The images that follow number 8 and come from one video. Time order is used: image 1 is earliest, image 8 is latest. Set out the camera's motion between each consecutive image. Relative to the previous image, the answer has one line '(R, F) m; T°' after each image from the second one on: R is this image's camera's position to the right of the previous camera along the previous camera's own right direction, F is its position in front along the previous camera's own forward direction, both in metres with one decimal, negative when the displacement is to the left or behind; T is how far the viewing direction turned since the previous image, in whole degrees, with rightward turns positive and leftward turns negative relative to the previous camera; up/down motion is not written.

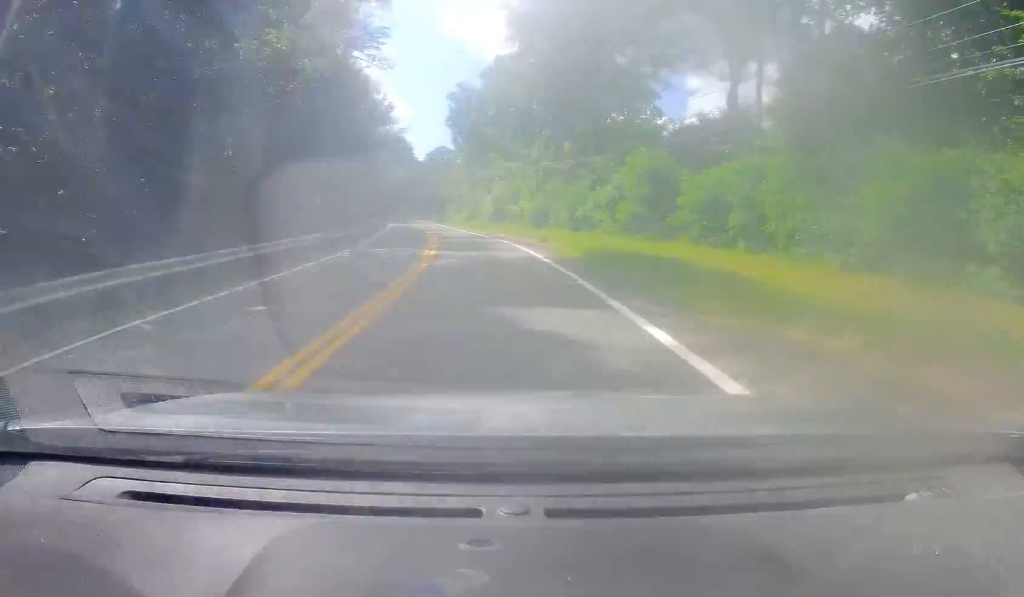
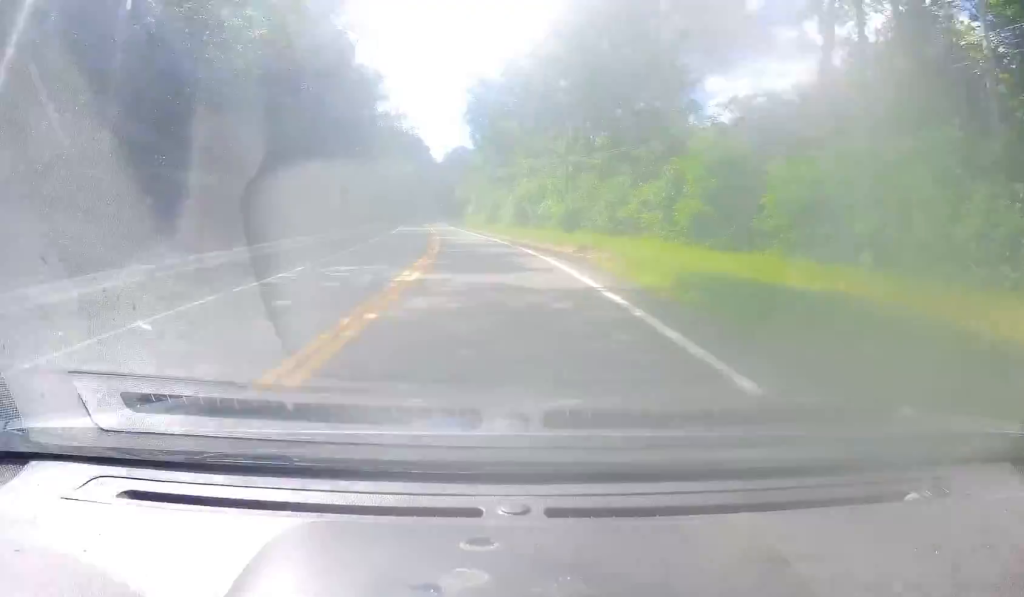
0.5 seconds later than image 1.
(-0.4, +8.7) m; -3°
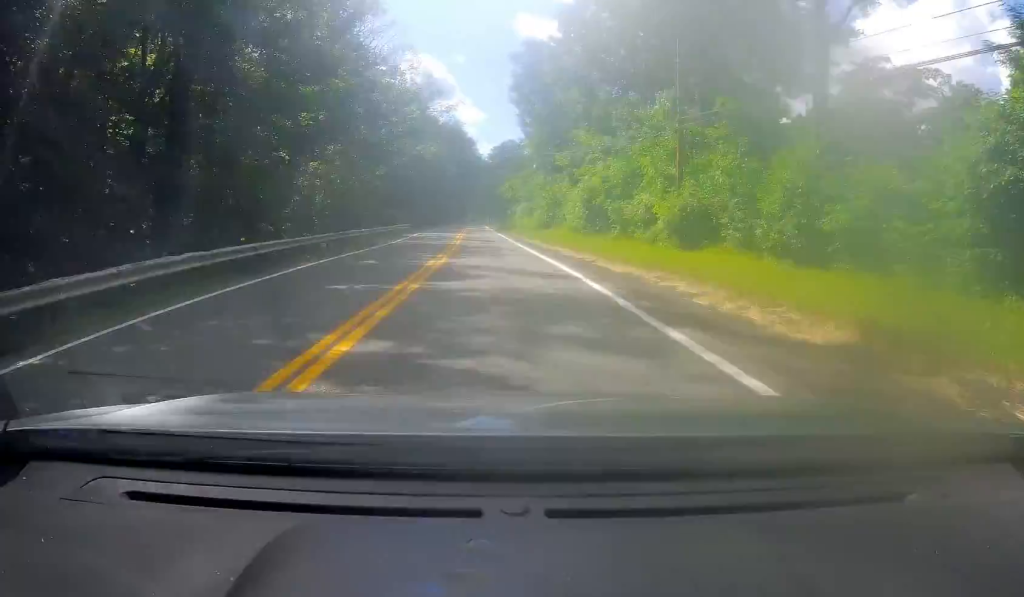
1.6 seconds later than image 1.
(-1.1, +20.6) m; -5°
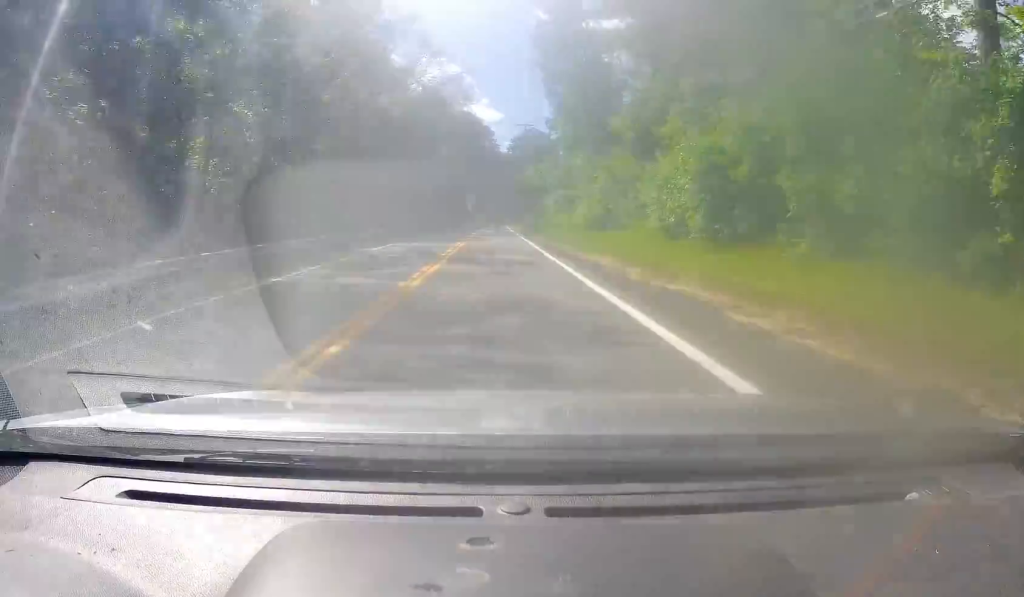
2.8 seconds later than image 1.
(-0.5, +19.5) m; -2°
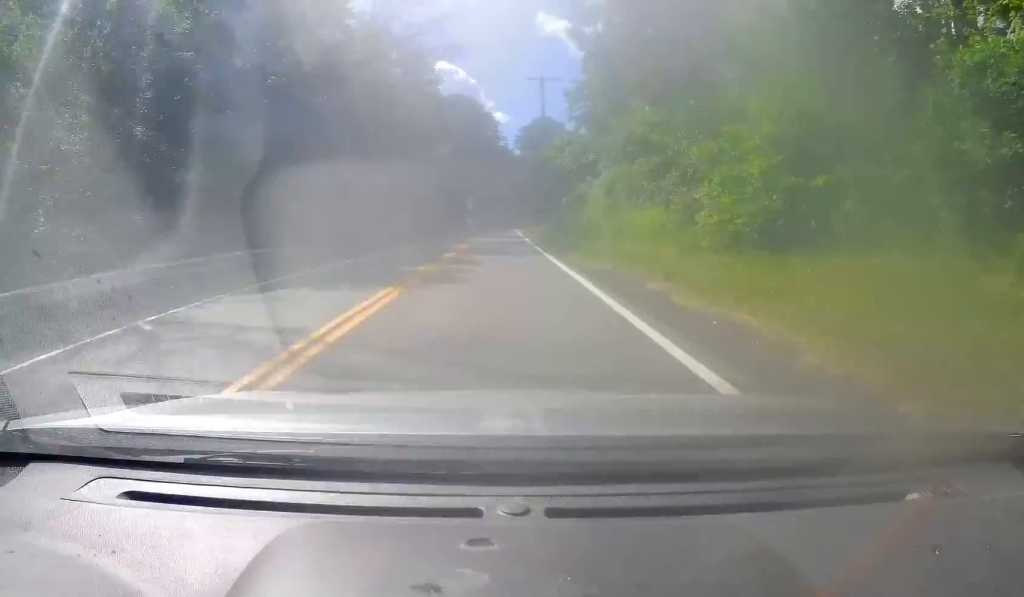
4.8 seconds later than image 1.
(-0.8, +34.5) m; -3°
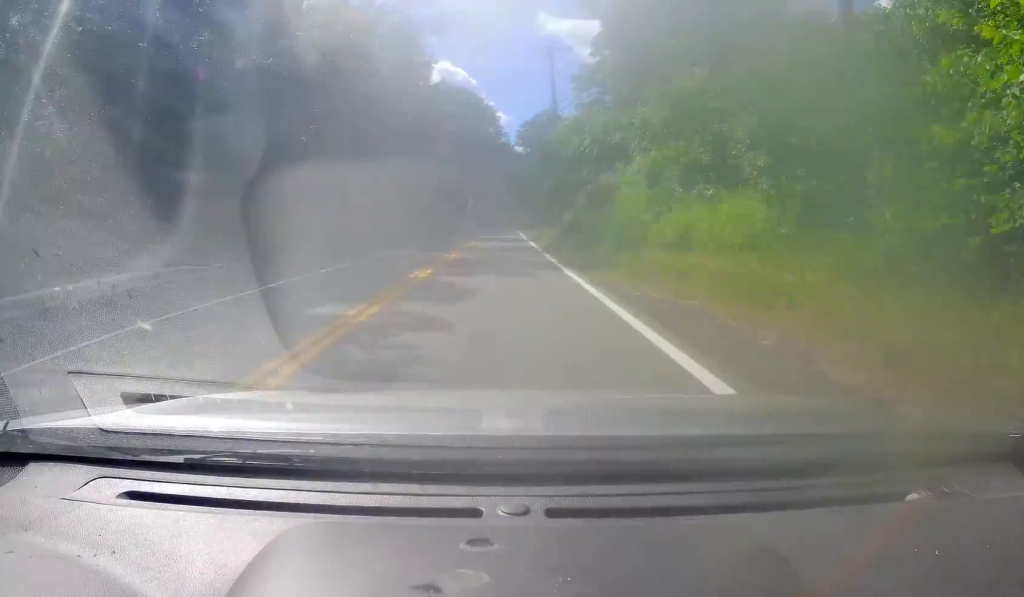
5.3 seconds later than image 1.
(0.0, +7.9) m; 0°
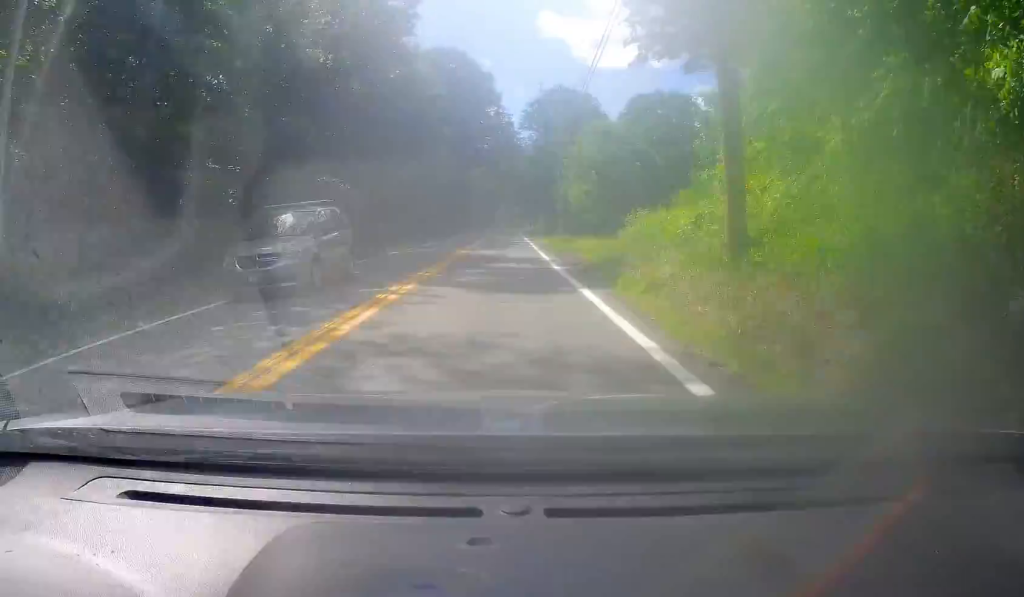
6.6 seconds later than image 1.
(-0.1, +25.2) m; +1°
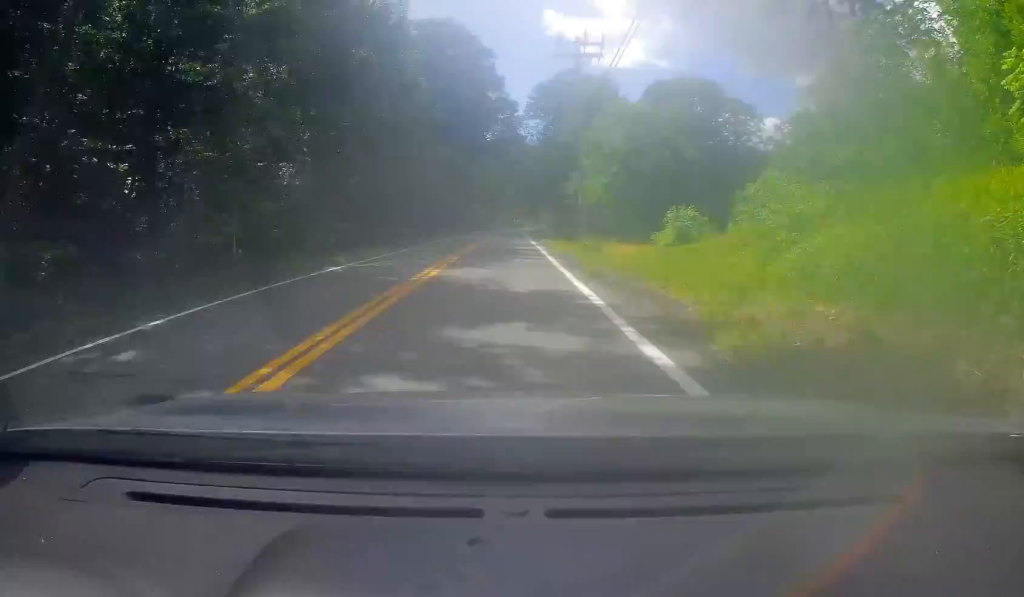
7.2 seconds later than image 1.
(+0.1, +11.0) m; +1°
